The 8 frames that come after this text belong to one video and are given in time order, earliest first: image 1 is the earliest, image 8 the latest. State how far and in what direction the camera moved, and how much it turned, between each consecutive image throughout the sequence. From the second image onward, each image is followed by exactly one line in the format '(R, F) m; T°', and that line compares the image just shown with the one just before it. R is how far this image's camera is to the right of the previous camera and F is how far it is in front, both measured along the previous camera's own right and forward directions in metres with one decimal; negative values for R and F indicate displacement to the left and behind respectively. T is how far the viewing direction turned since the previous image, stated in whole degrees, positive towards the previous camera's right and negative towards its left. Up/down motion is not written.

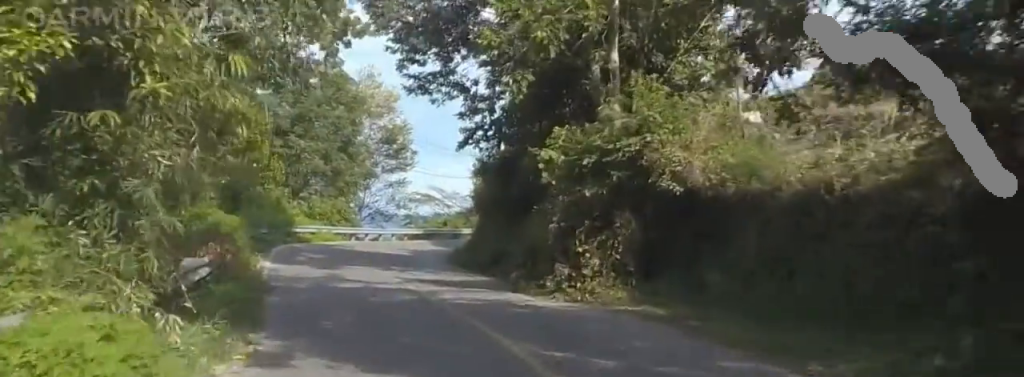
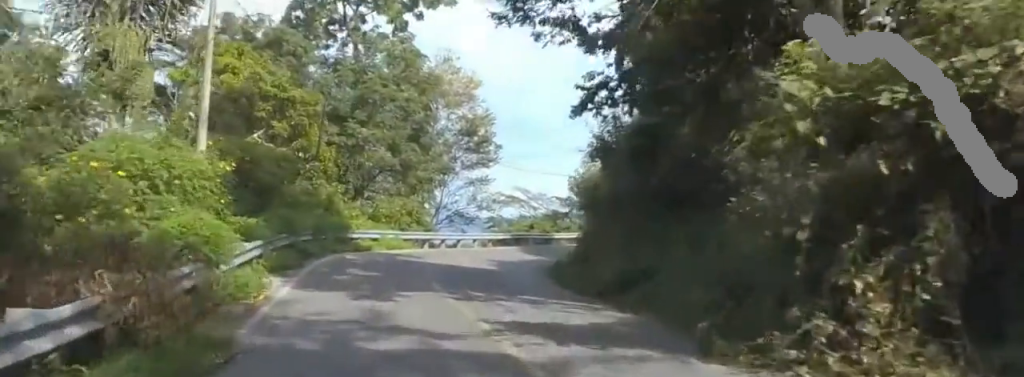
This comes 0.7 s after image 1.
(-0.4, +8.4) m; 0°
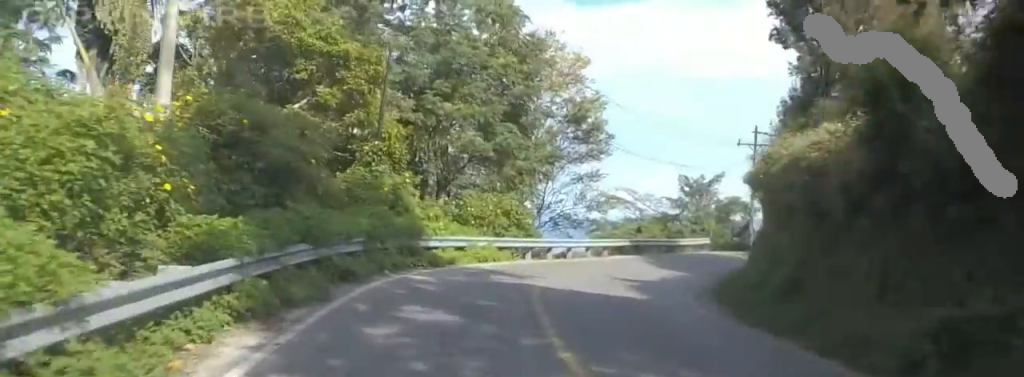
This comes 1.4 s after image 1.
(-0.1, +9.4) m; +5°
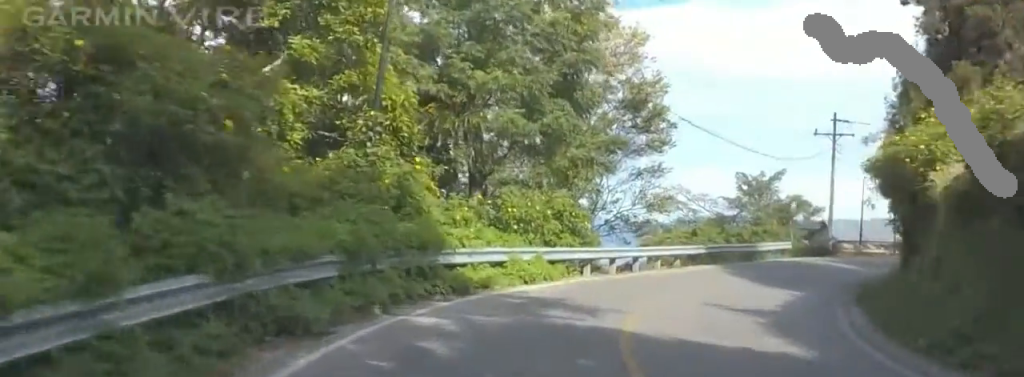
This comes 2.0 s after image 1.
(+0.8, +7.4) m; +3°
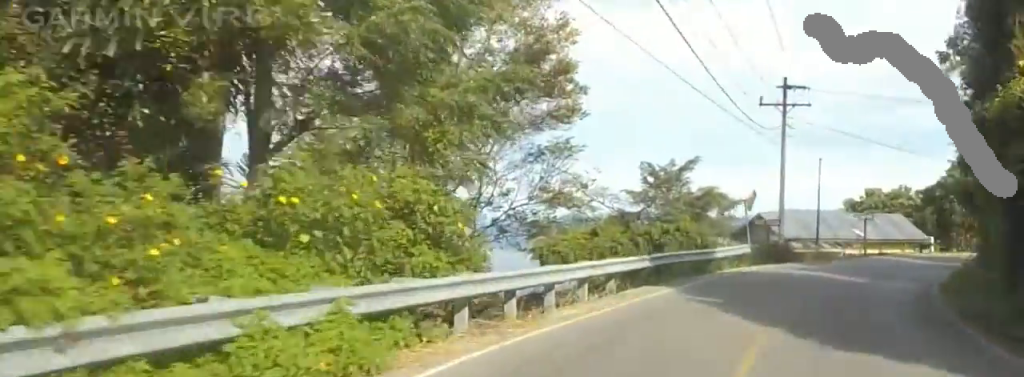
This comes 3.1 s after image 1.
(+0.2, +12.5) m; +1°
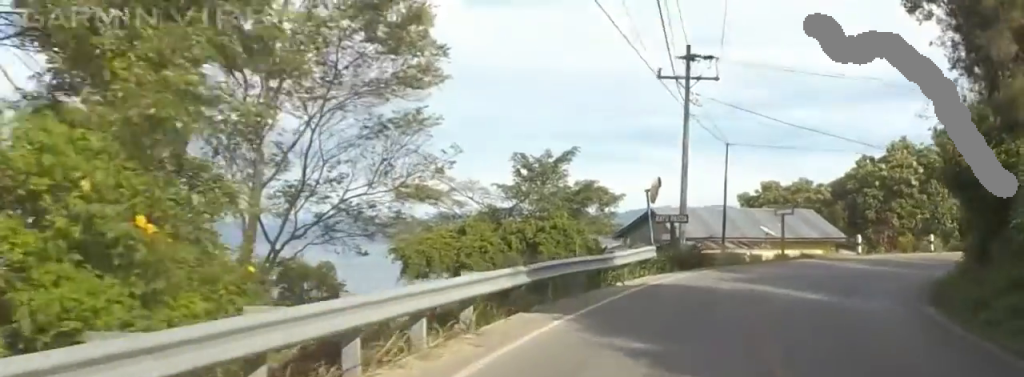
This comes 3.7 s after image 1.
(-0.1, +7.5) m; +3°
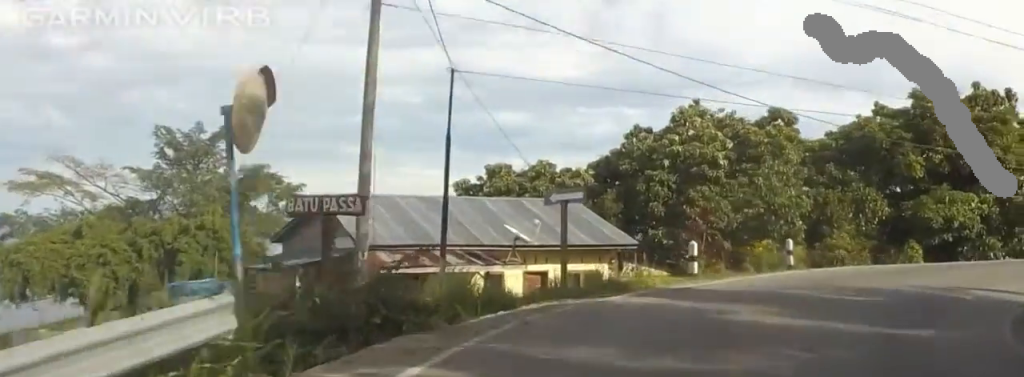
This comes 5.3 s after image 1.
(+2.6, +16.3) m; +21°
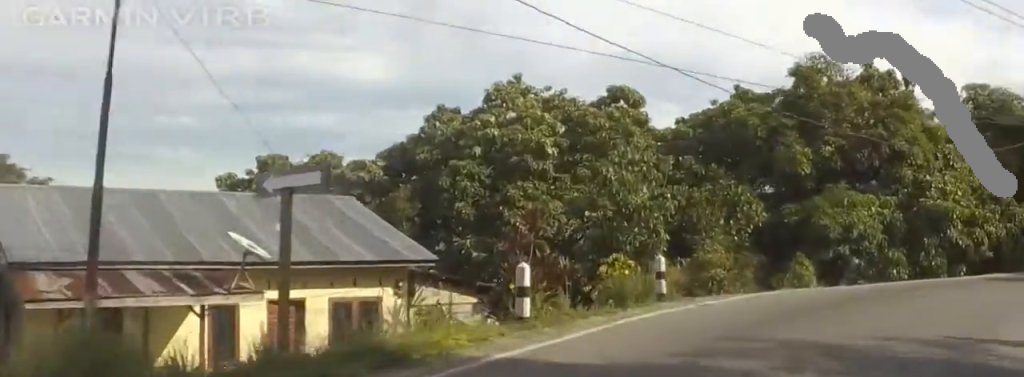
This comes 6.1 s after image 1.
(+0.6, +8.1) m; +10°
